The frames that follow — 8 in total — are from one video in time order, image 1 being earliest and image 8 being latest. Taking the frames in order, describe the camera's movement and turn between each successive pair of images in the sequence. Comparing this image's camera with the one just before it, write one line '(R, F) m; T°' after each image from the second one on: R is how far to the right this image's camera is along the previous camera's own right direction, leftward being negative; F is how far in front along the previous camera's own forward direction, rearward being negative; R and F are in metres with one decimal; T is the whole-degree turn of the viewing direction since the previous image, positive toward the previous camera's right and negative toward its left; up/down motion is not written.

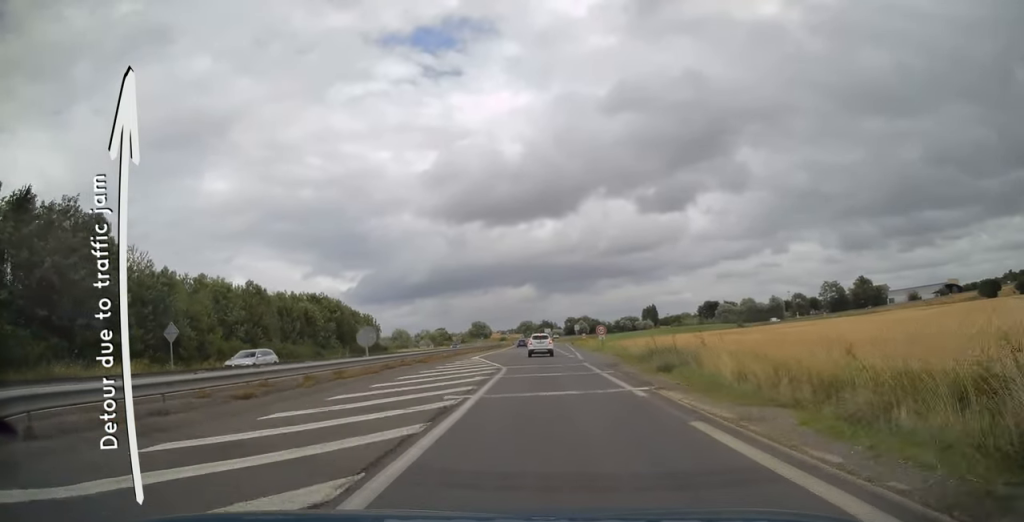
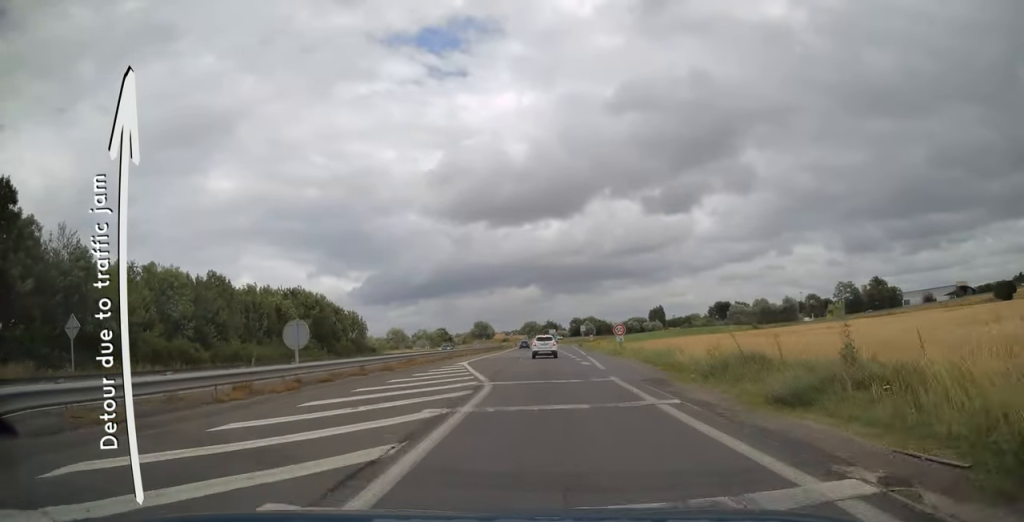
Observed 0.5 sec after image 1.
(-0.1, +10.0) m; 0°
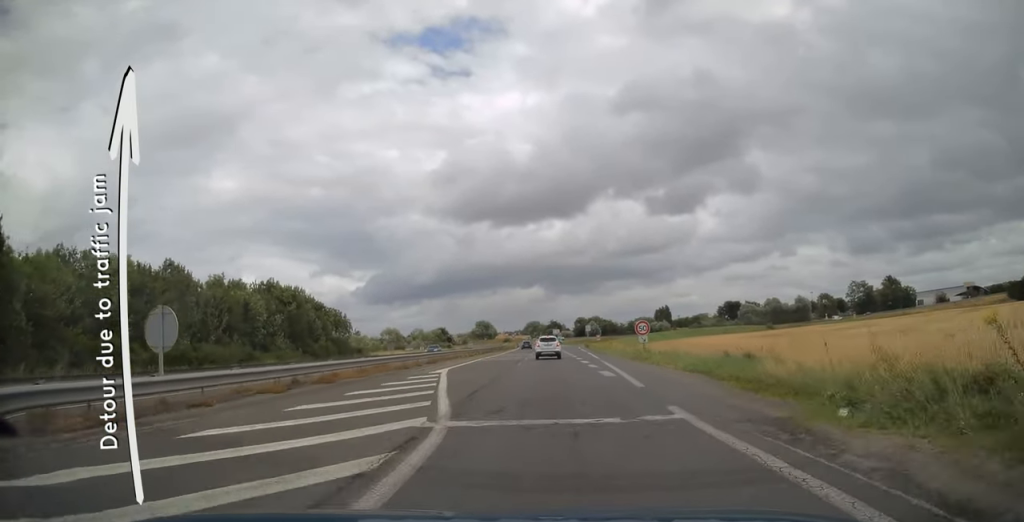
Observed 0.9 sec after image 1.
(+0.1, +8.9) m; 0°
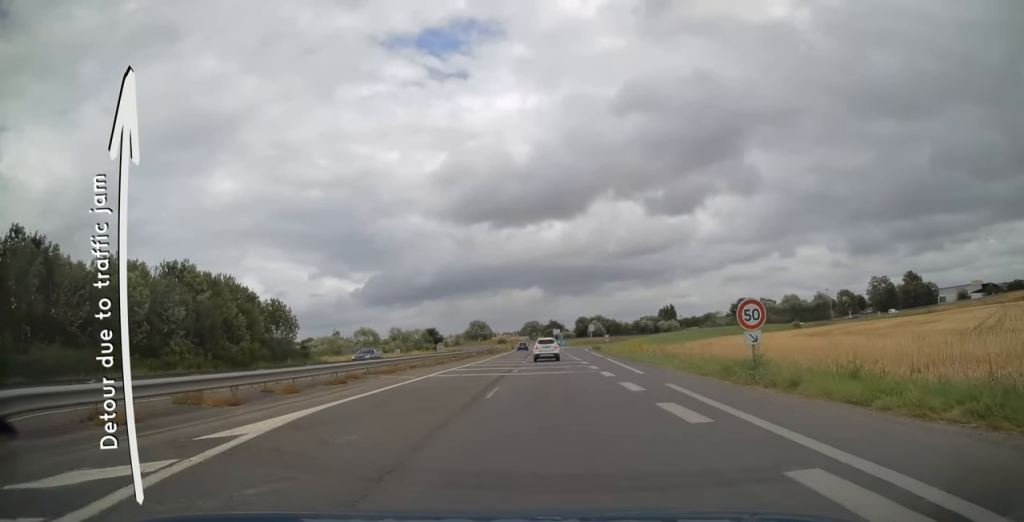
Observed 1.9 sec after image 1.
(+0.1, +18.8) m; -1°
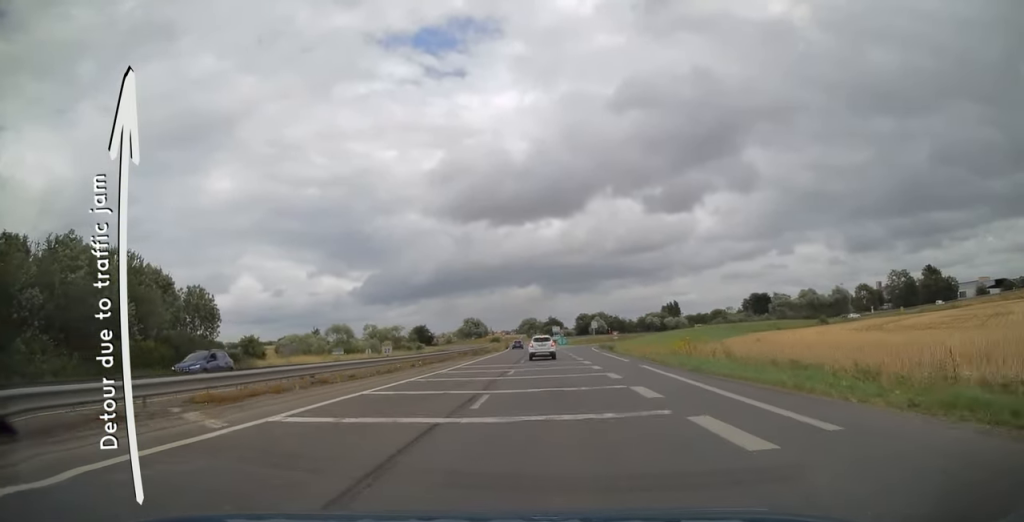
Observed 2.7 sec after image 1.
(-0.2, +15.6) m; -1°
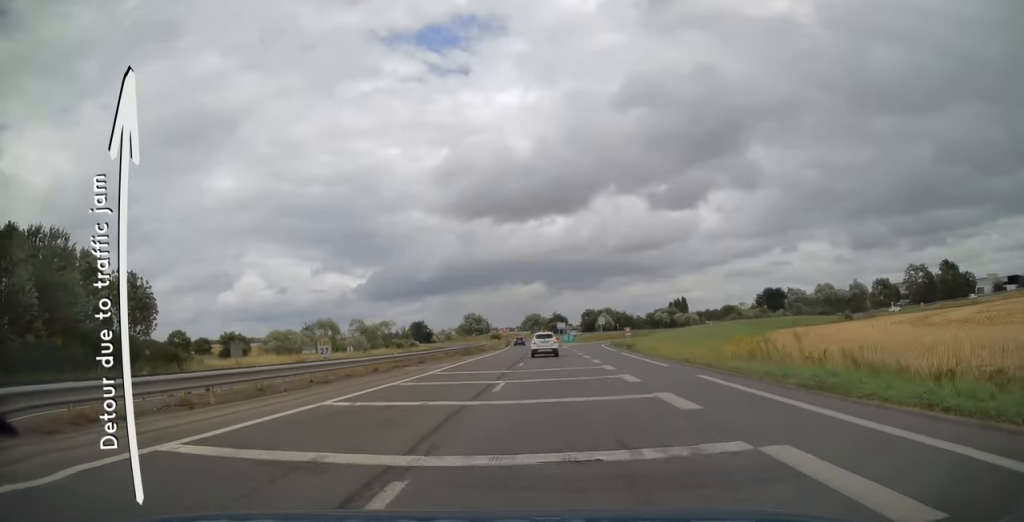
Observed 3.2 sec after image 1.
(-0.2, +9.5) m; 0°
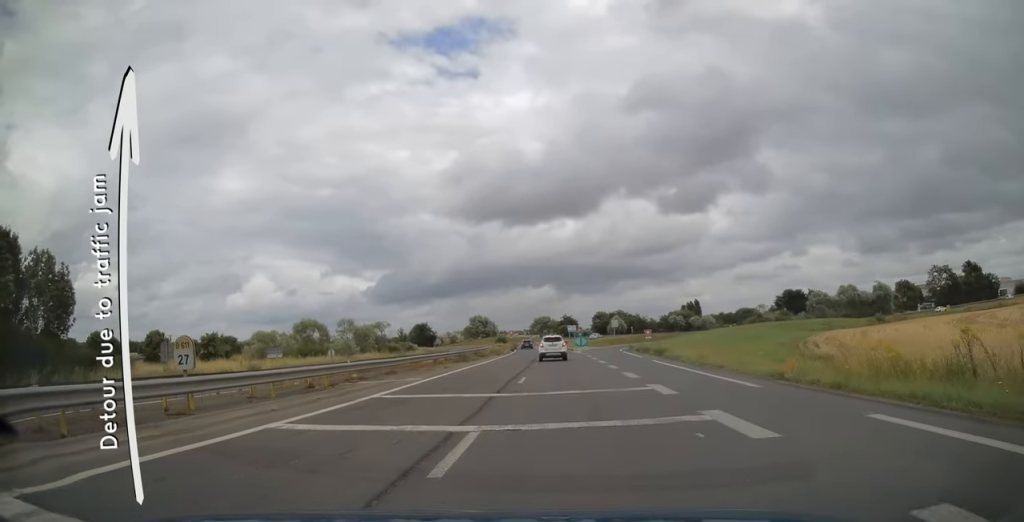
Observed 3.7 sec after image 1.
(+0.1, +9.4) m; 0°
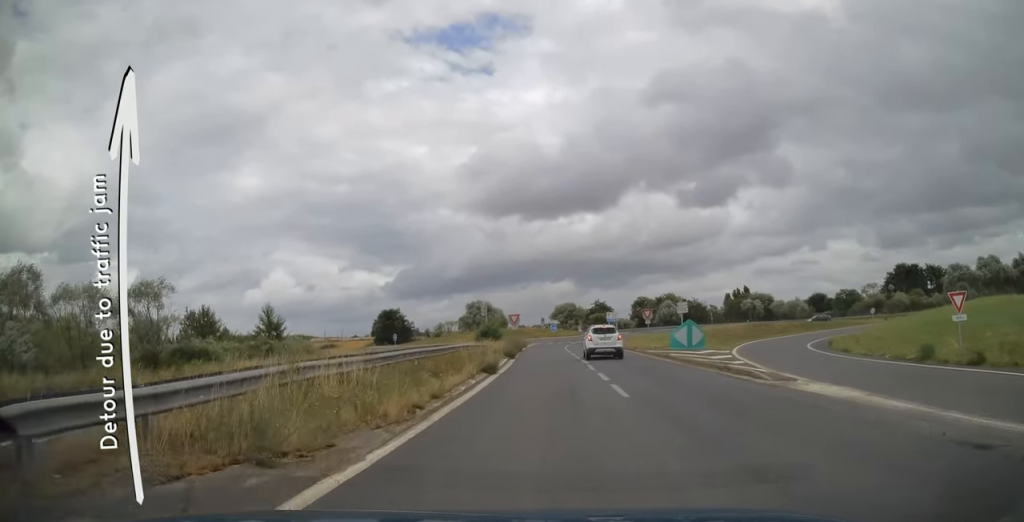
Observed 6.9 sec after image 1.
(-1.8, +58.3) m; -3°
